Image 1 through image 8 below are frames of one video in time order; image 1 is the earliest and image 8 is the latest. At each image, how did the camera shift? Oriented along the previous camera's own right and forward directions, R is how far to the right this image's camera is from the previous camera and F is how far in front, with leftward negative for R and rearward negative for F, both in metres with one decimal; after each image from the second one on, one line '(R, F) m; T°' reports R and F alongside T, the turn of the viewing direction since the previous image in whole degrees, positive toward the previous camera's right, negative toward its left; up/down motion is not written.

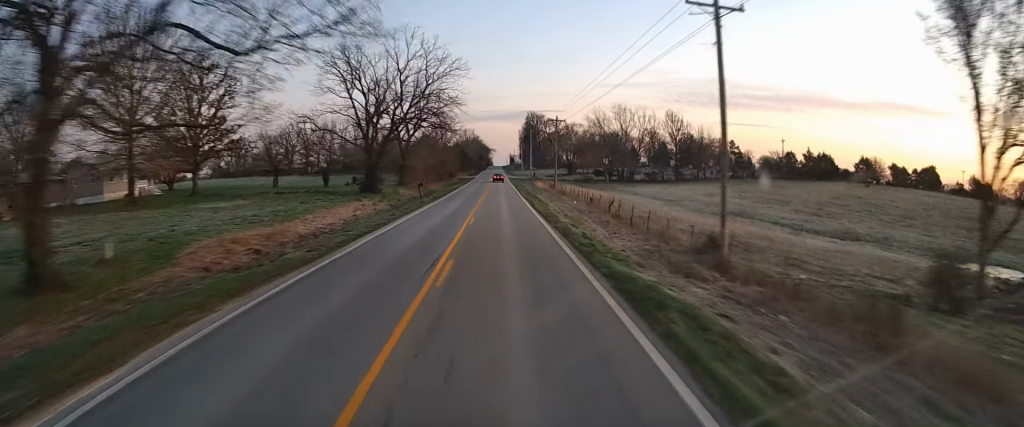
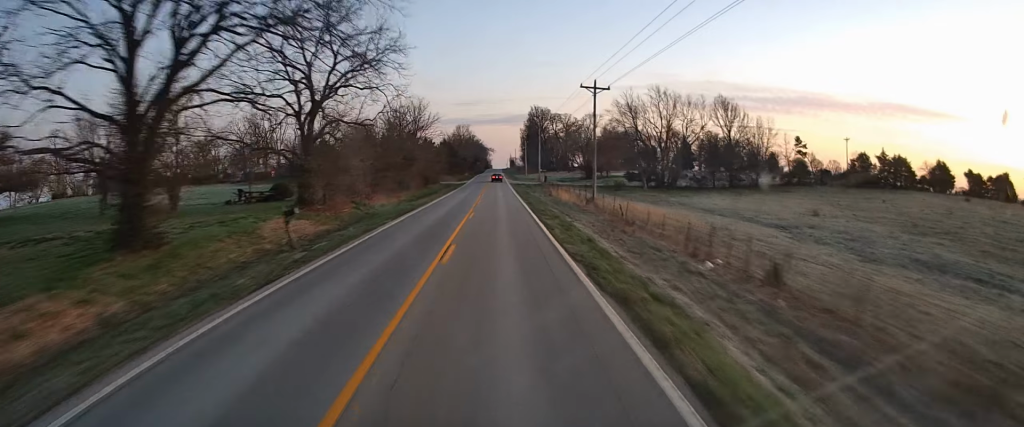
(+0.4, +33.8) m; 0°
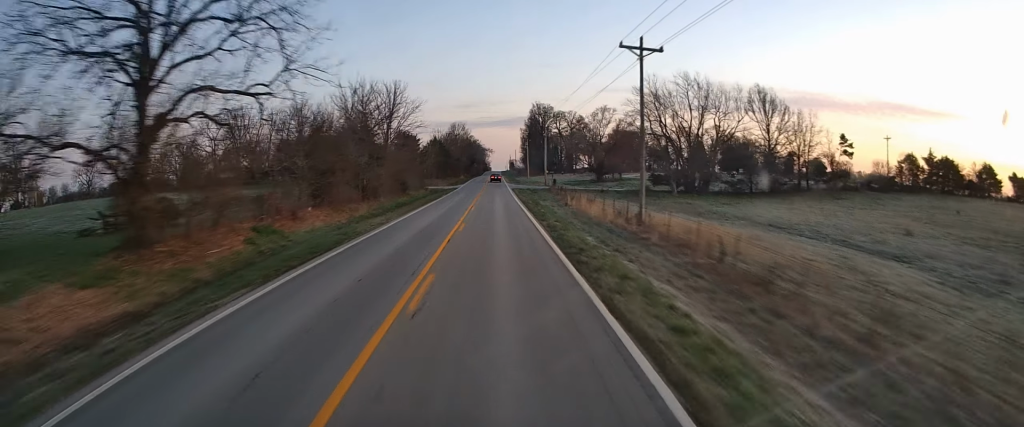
(-0.1, +16.5) m; 0°
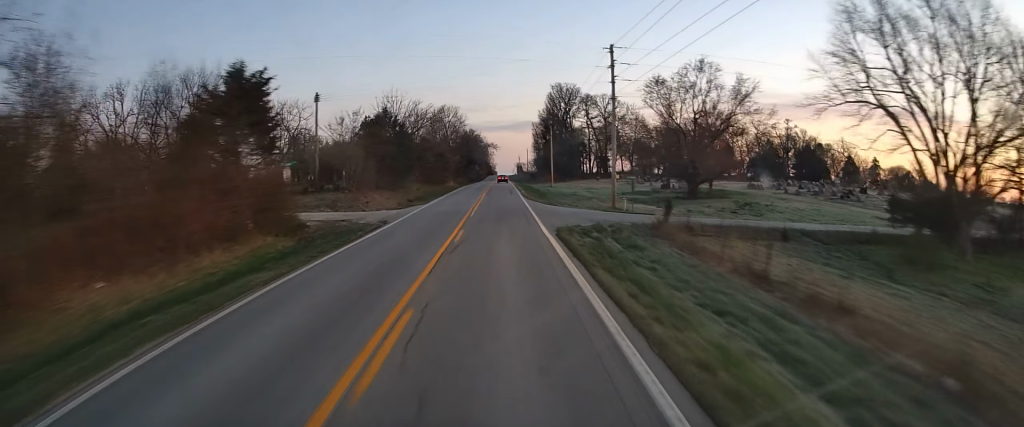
(+1.0, +52.3) m; +2°
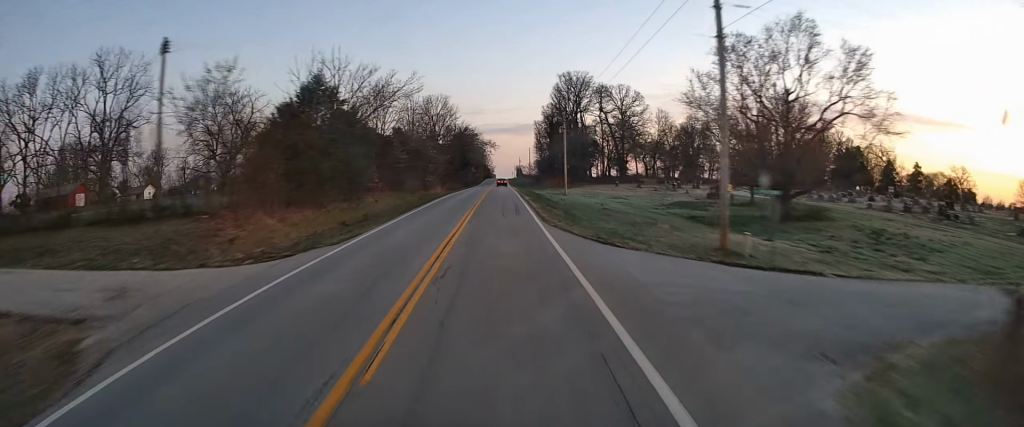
(-0.2, +21.2) m; -2°
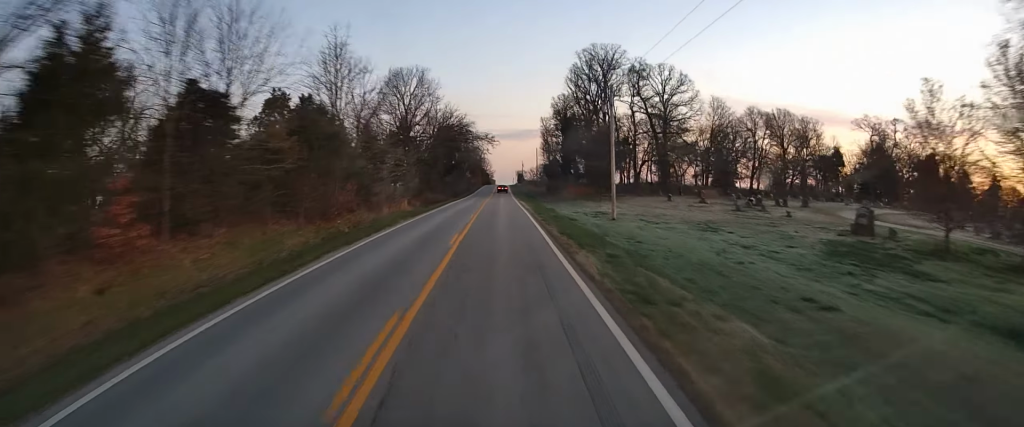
(-0.7, +31.6) m; -1°
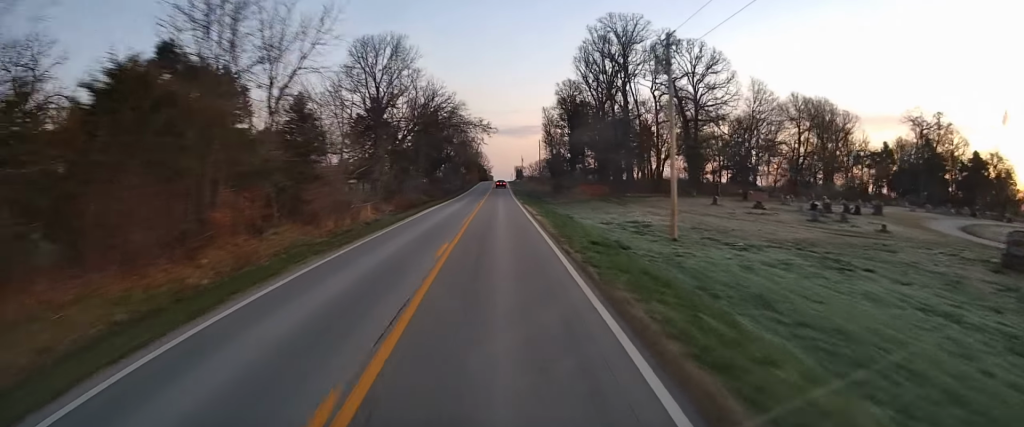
(0.0, +15.8) m; +1°
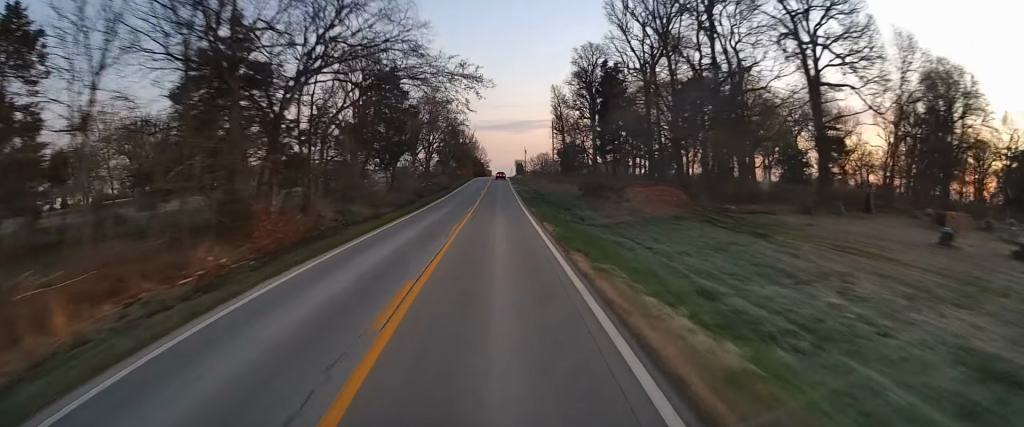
(+0.4, +31.5) m; +2°
